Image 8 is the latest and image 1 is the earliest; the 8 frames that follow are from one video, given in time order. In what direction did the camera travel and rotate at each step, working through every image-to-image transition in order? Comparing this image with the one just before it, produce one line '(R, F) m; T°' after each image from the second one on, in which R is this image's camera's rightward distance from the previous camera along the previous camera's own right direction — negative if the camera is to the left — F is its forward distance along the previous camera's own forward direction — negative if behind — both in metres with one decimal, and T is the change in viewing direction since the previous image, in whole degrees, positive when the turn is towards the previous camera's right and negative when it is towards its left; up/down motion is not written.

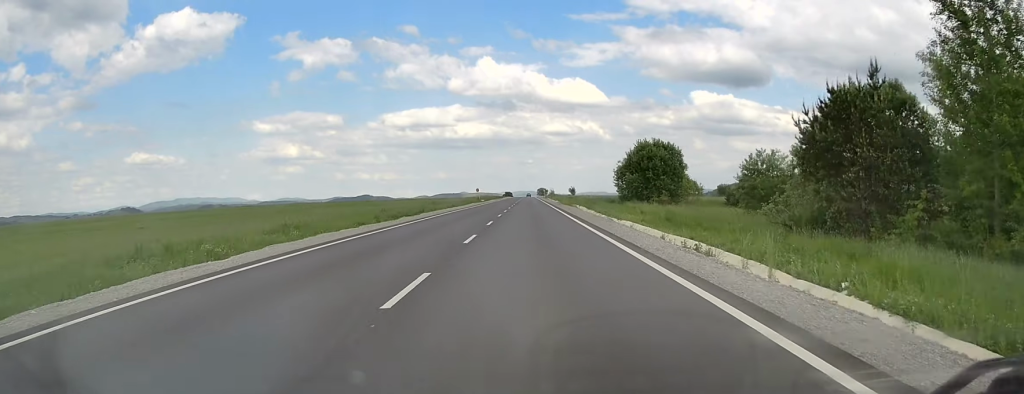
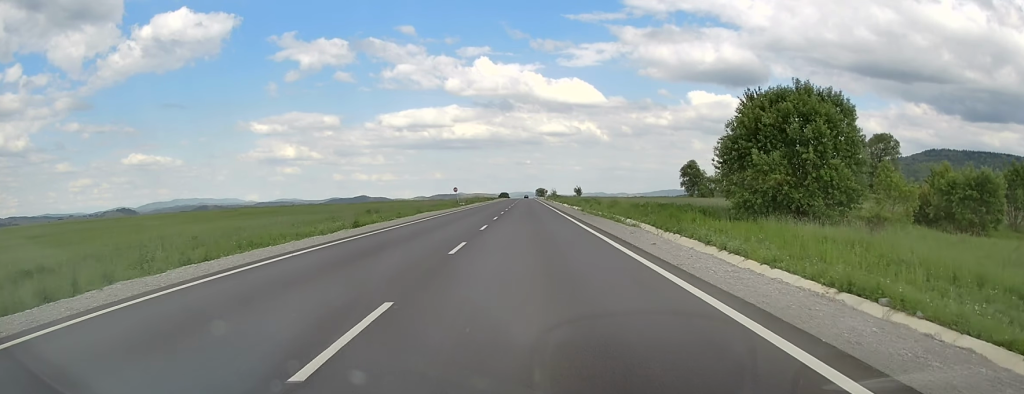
(0.0, +39.1) m; +1°
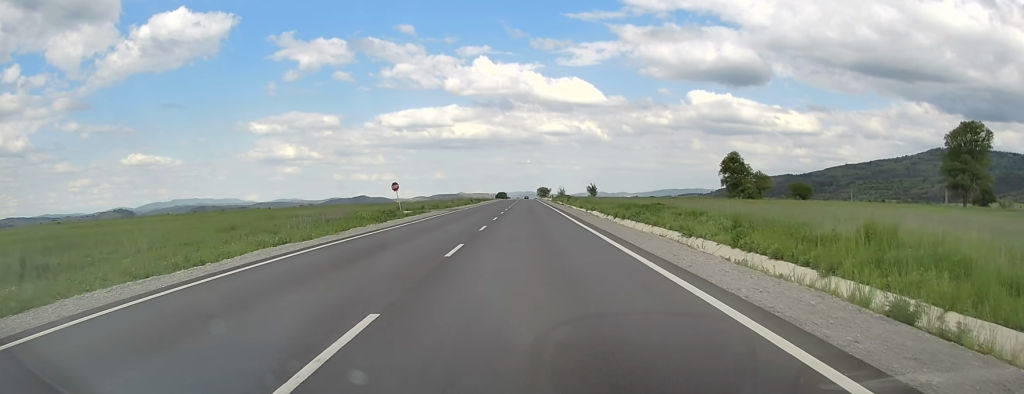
(+0.4, +46.2) m; 0°
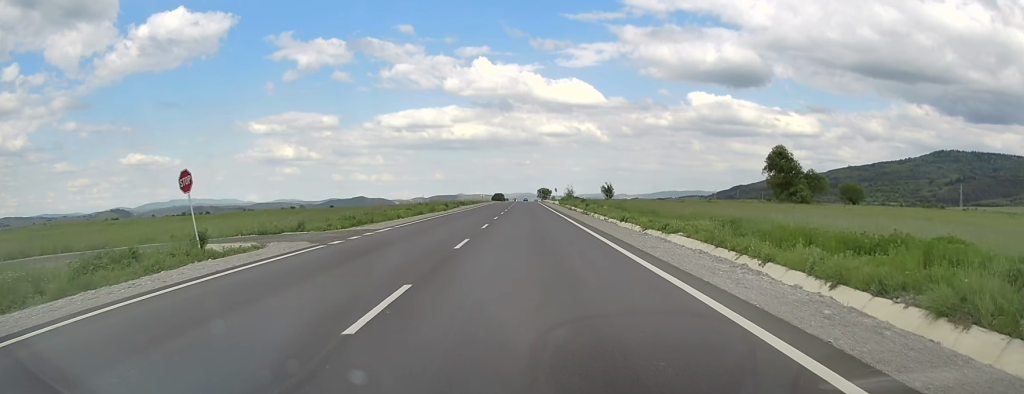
(-0.3, +34.1) m; 0°
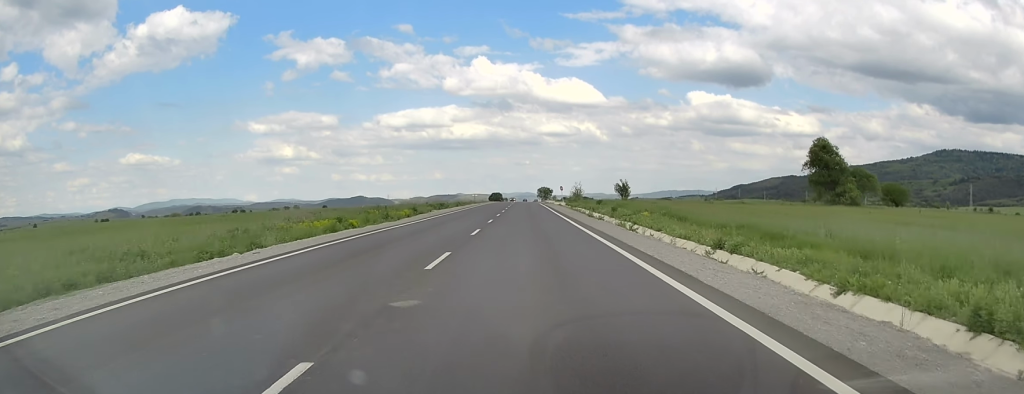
(0.0, +22.1) m; 0°
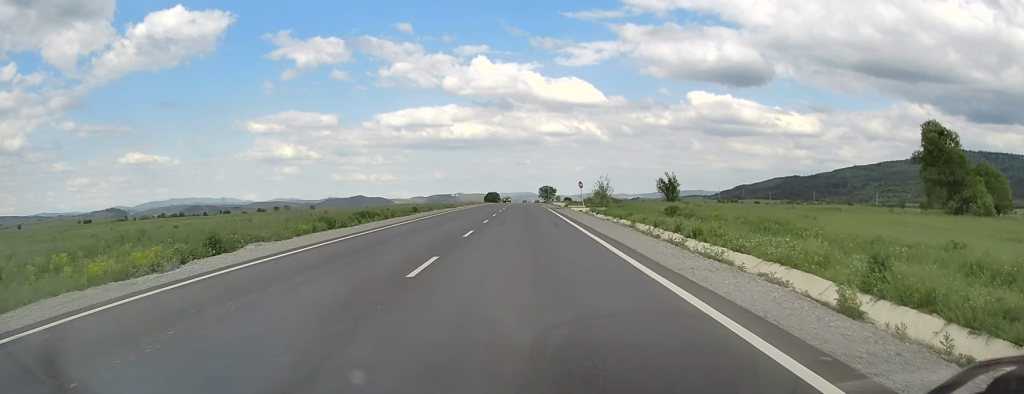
(+0.1, +37.4) m; 0°
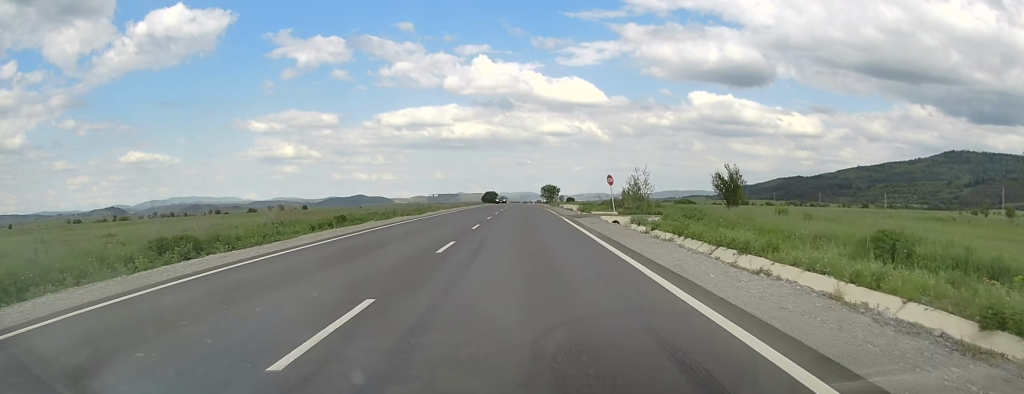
(-0.2, +23.3) m; -1°
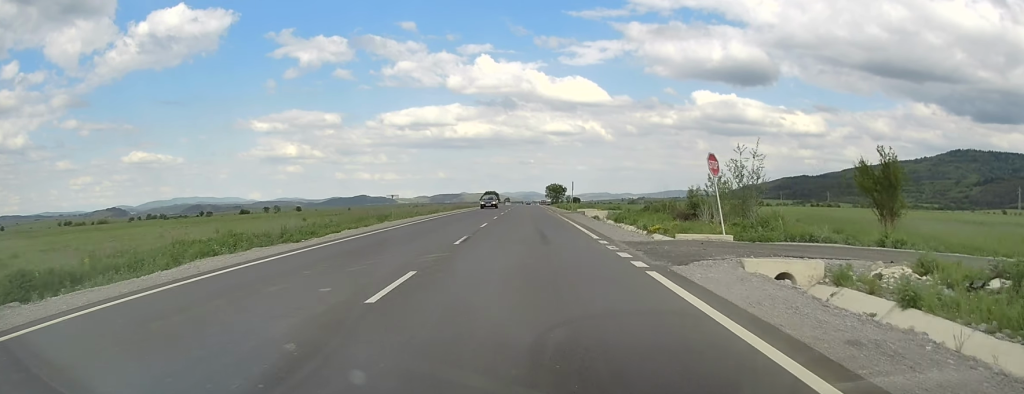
(0.0, +24.3) m; 0°
